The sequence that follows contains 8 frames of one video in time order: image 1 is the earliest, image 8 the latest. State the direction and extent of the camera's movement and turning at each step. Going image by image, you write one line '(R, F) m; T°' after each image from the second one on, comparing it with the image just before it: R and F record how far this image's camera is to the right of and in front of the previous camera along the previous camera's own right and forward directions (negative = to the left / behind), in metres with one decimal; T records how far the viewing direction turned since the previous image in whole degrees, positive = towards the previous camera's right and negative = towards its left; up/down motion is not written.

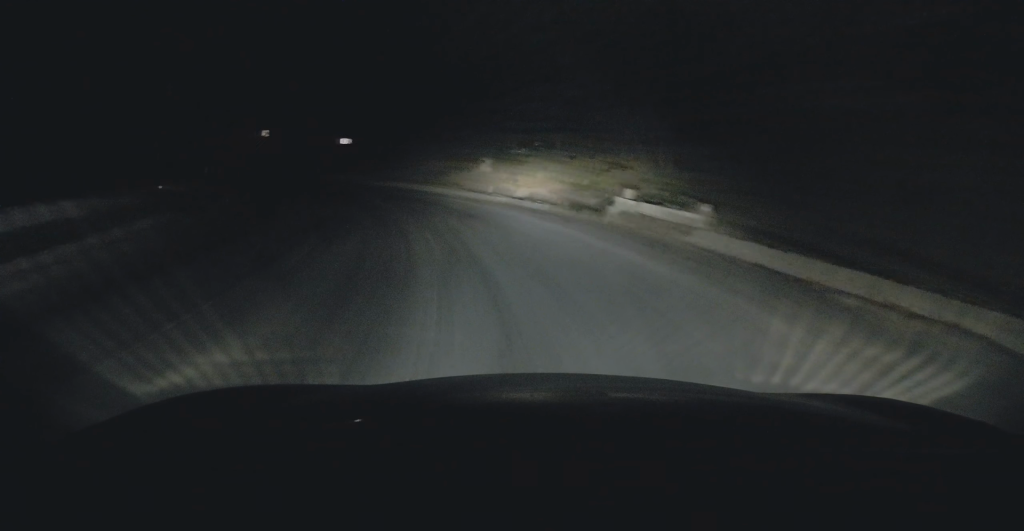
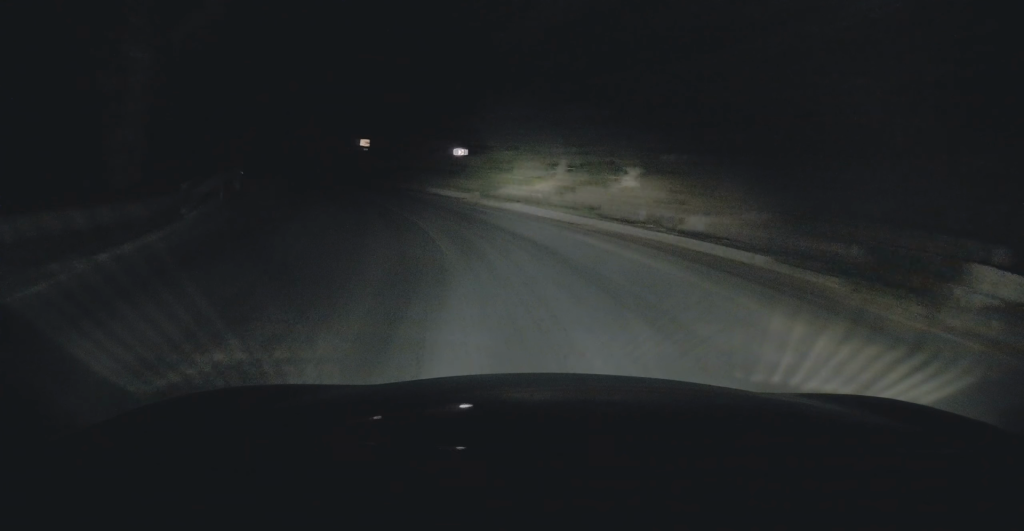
(-0.3, +7.8) m; -12°
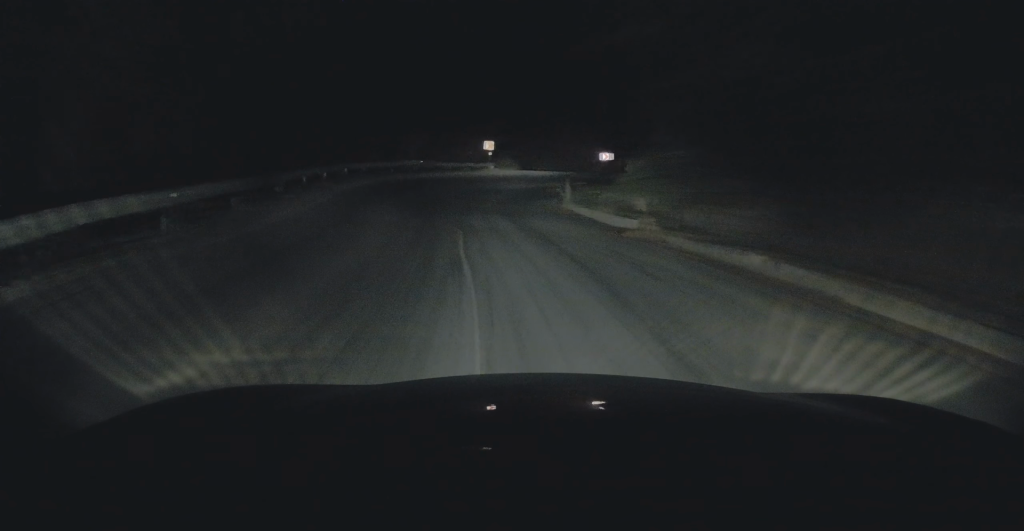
(-2.0, +10.4) m; -20°
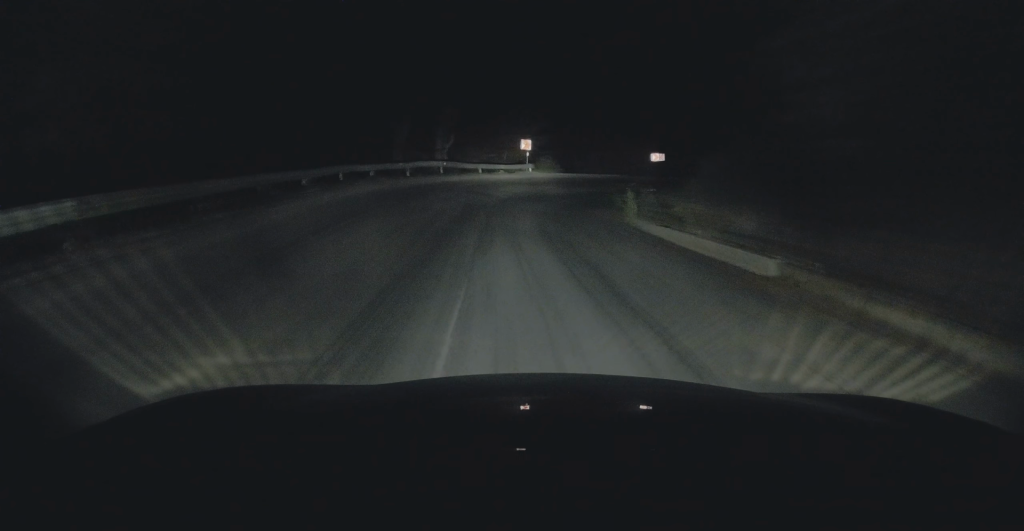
(-0.9, +6.3) m; -5°
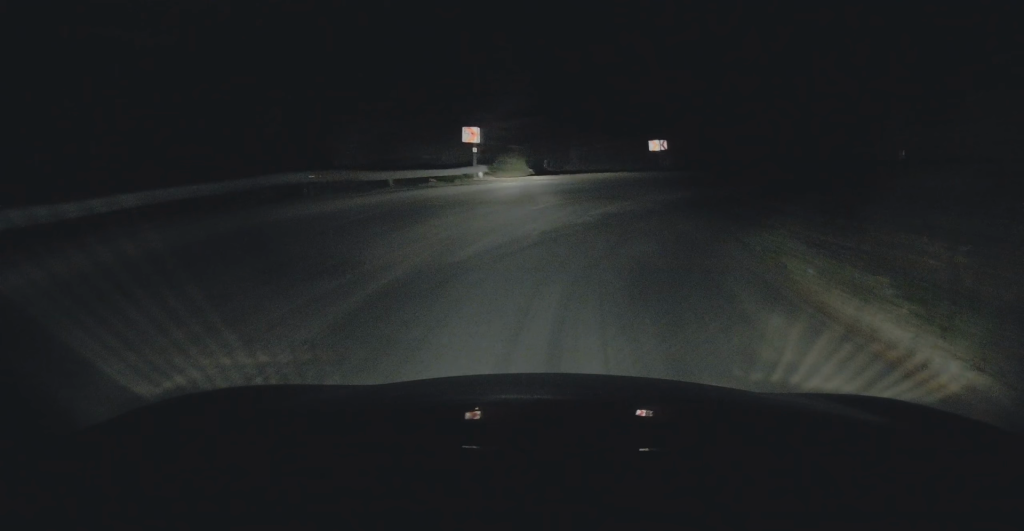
(-0.7, +16.0) m; -1°
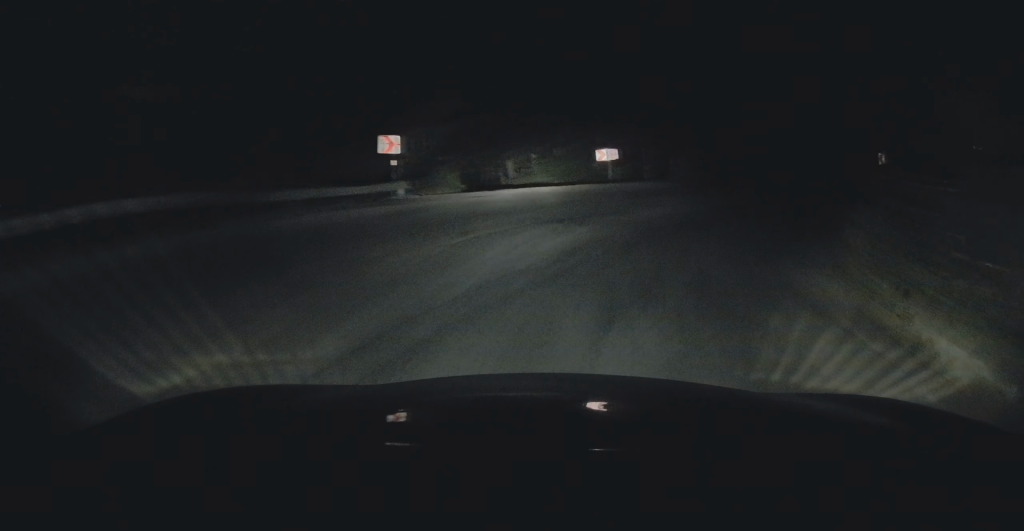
(-0.3, +4.7) m; +2°
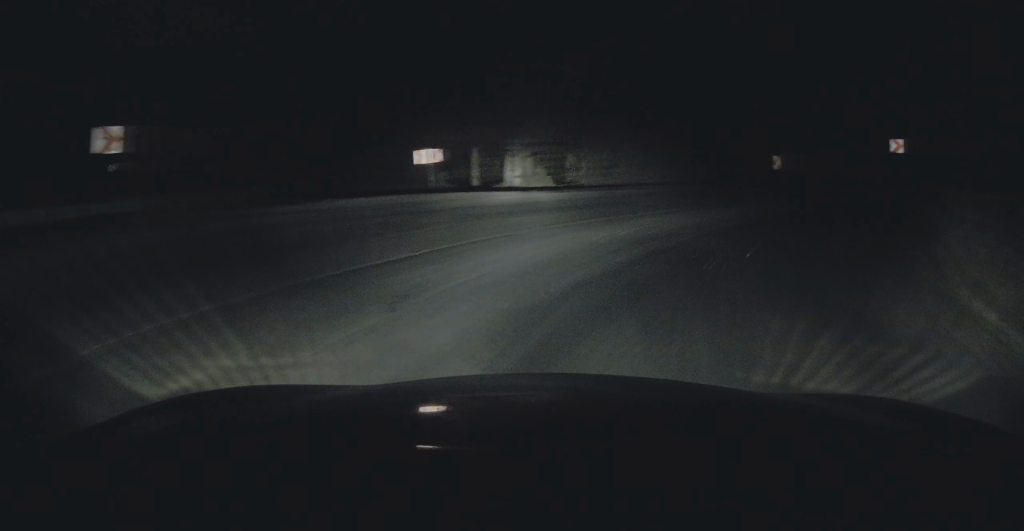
(+0.9, +8.0) m; +13°
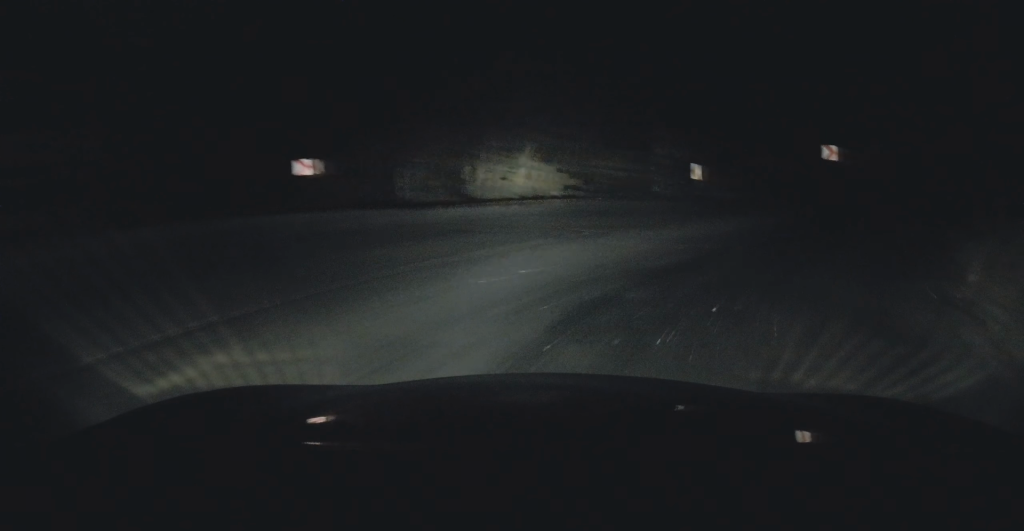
(+0.4, +3.2) m; +8°
